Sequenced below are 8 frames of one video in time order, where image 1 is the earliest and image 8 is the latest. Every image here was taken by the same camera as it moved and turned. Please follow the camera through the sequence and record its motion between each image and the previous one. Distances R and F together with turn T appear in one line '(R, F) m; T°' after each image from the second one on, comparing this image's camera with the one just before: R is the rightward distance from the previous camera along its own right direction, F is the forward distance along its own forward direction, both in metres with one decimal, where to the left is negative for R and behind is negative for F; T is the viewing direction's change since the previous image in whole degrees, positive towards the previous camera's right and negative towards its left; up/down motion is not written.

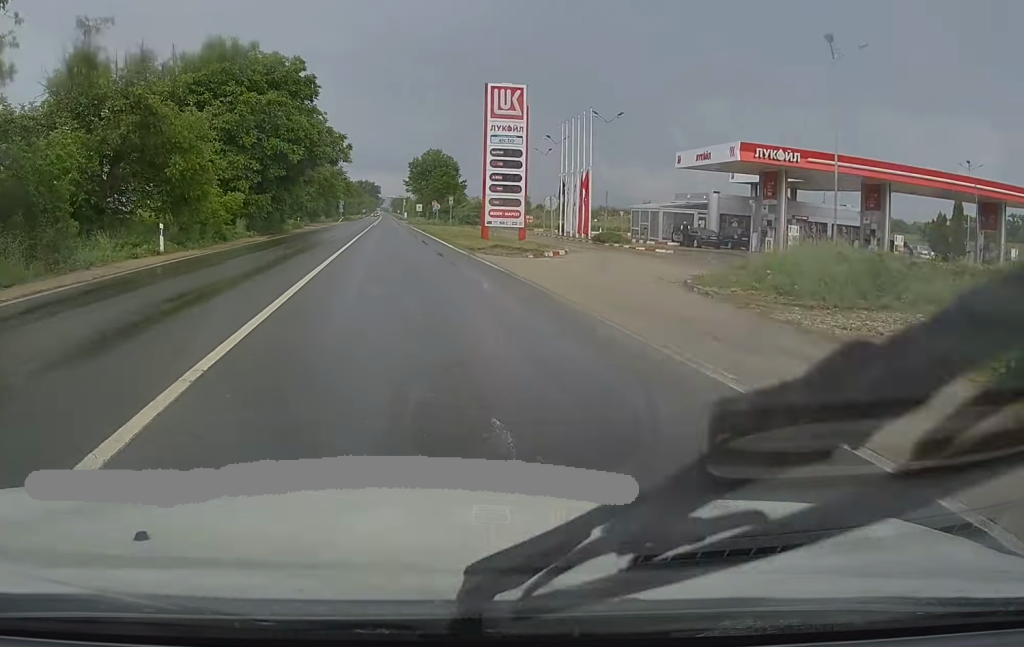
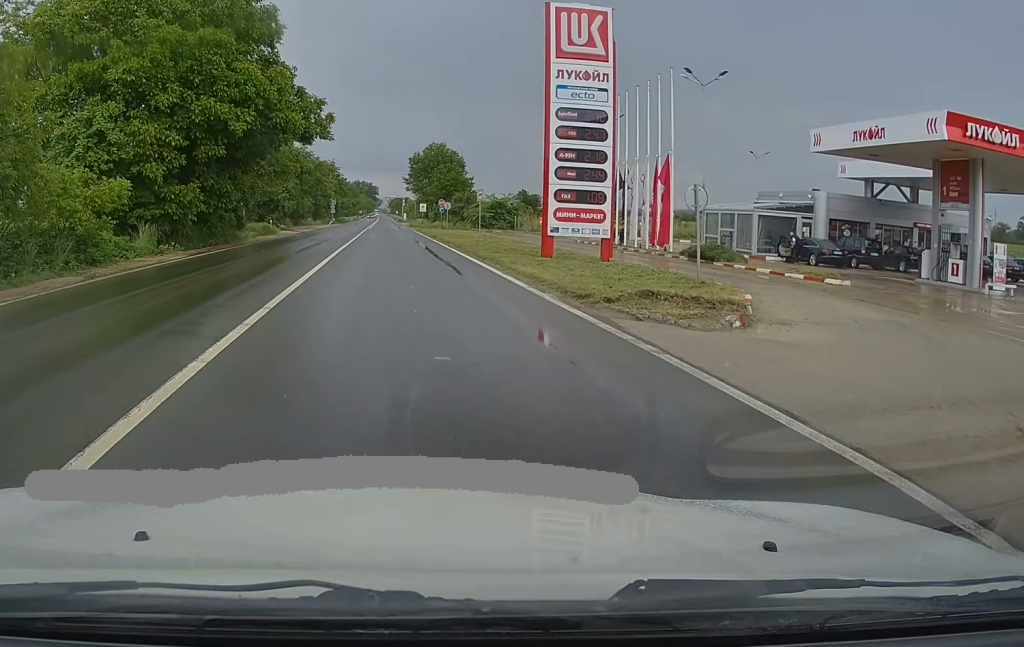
(-0.1, +17.2) m; 0°
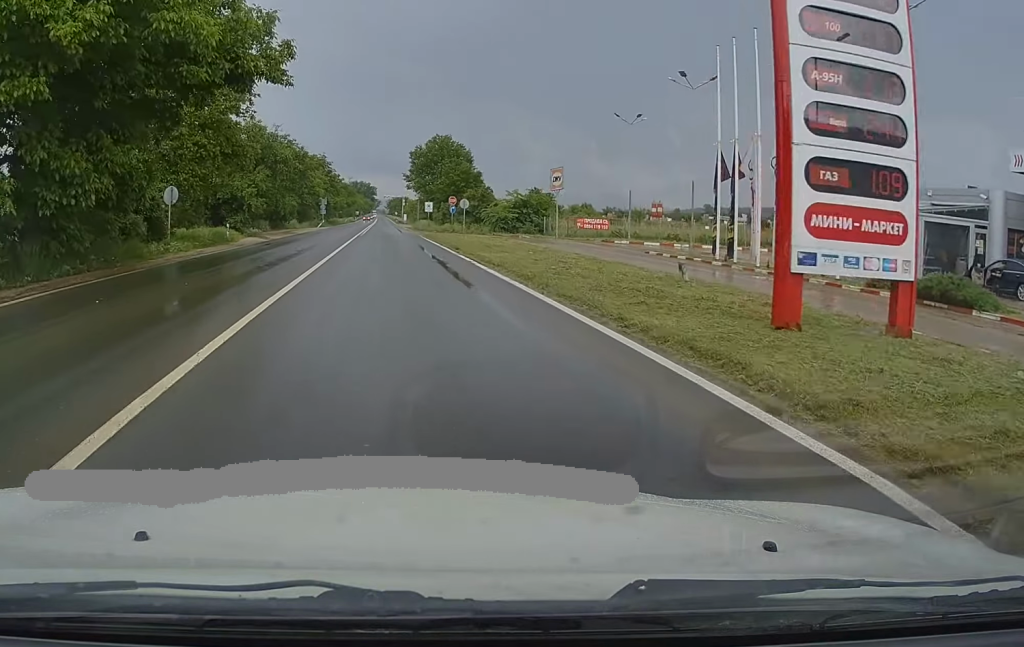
(0.0, +16.1) m; +1°
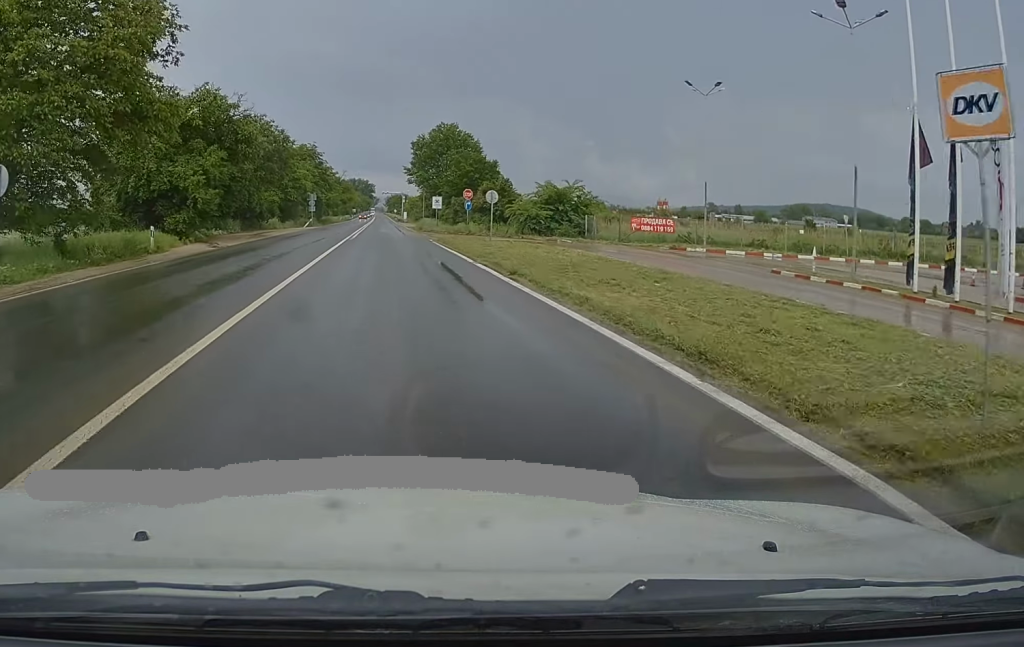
(+0.2, +14.3) m; 0°
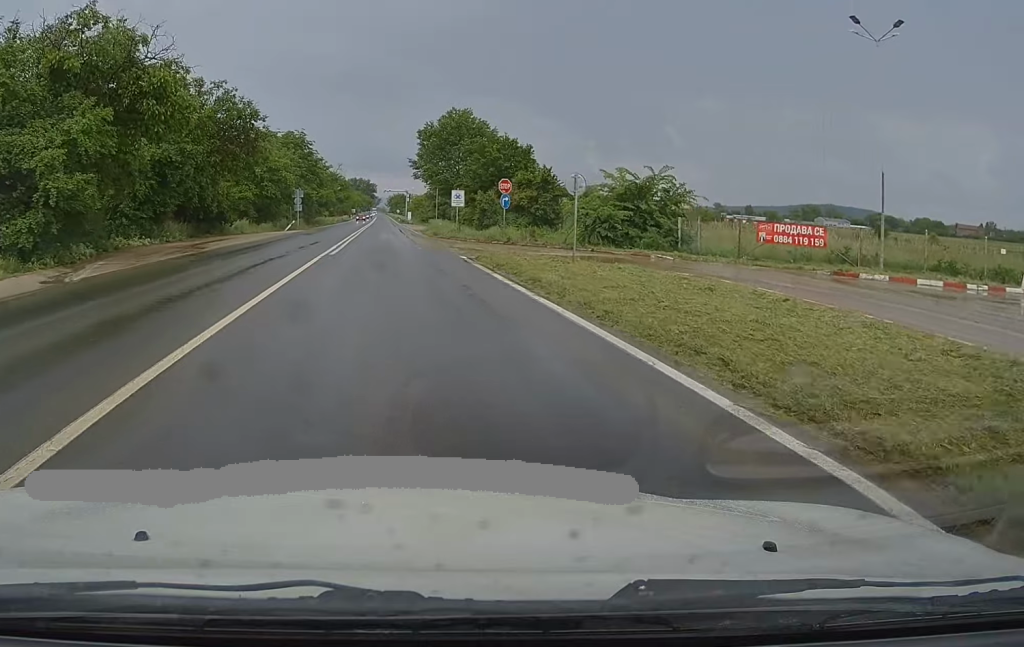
(0.0, +16.8) m; 0°
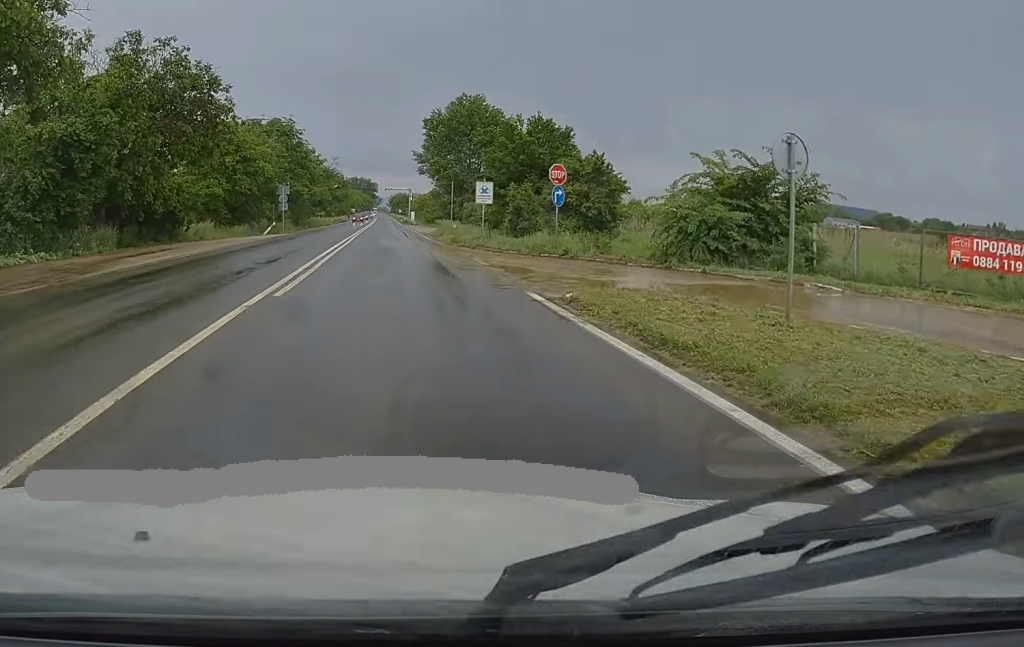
(-0.2, +12.0) m; 0°
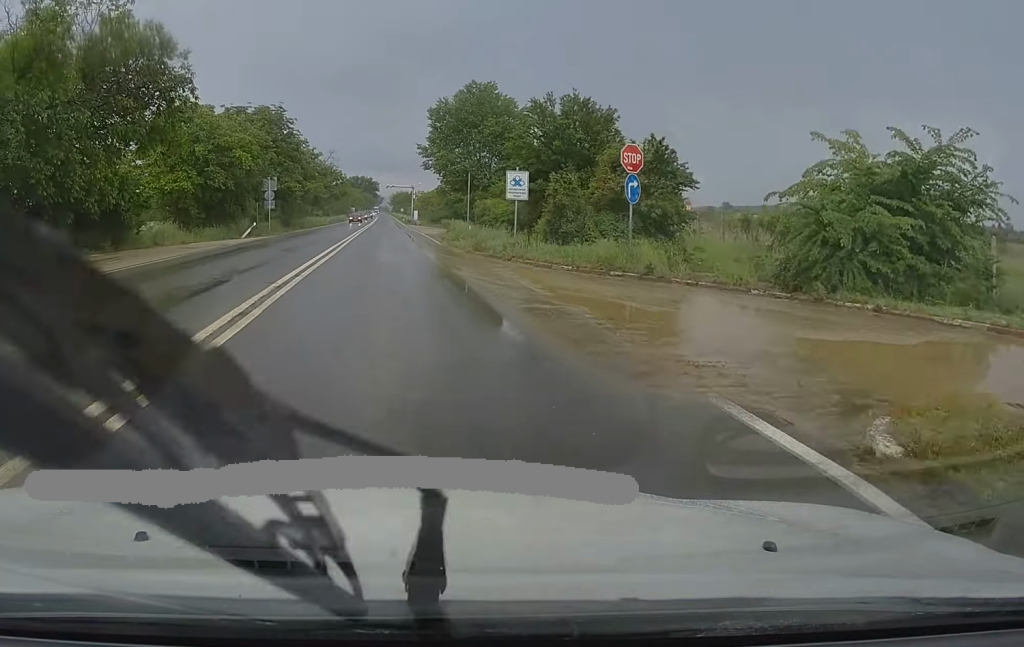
(+0.2, +8.4) m; 0°
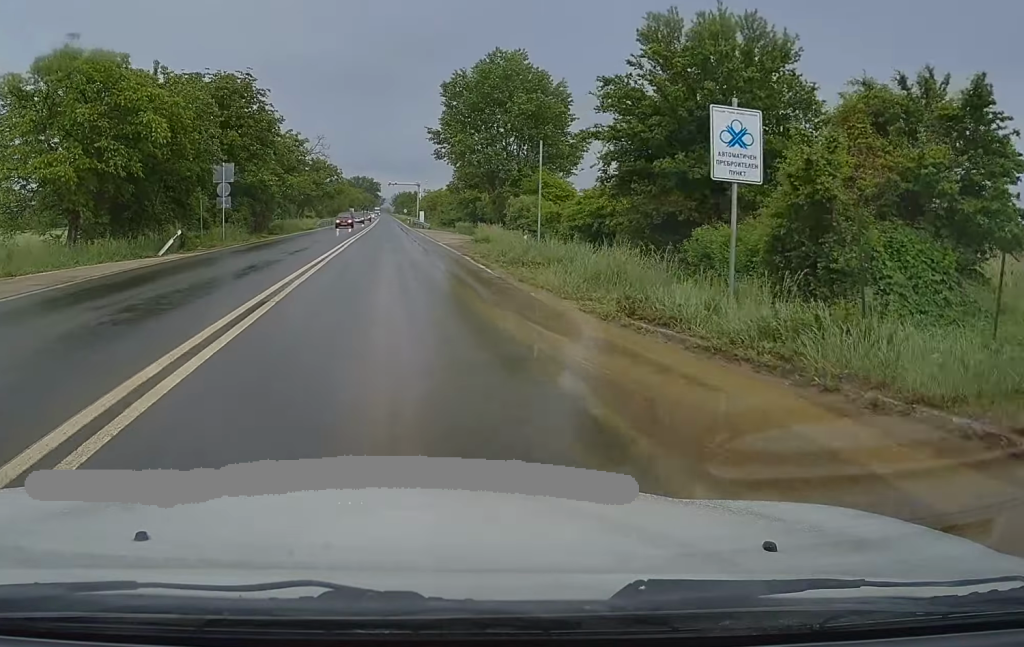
(0.0, +16.8) m; -1°
